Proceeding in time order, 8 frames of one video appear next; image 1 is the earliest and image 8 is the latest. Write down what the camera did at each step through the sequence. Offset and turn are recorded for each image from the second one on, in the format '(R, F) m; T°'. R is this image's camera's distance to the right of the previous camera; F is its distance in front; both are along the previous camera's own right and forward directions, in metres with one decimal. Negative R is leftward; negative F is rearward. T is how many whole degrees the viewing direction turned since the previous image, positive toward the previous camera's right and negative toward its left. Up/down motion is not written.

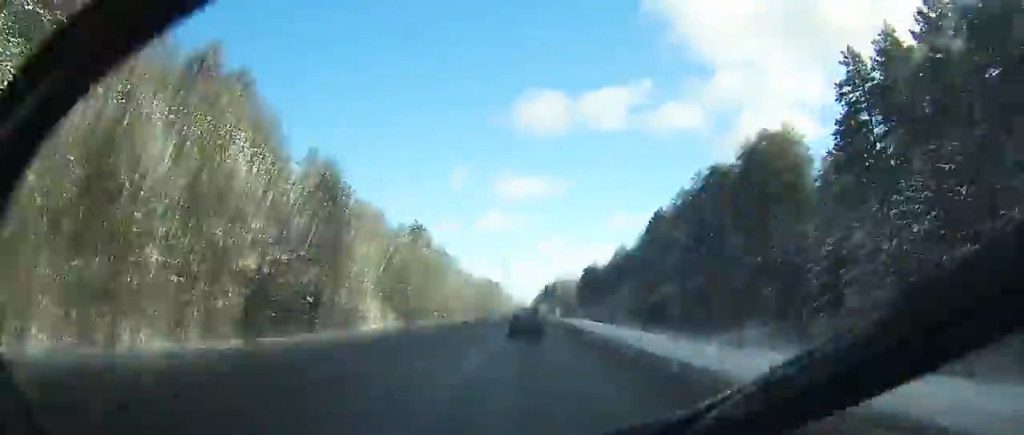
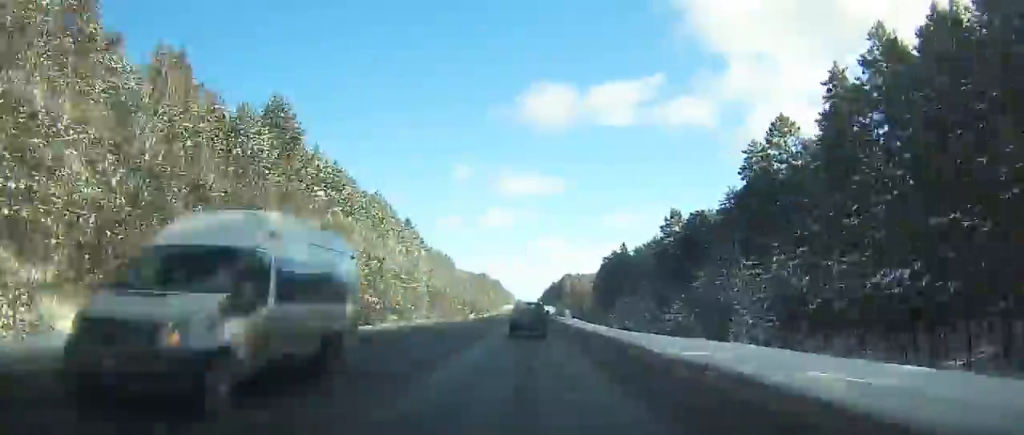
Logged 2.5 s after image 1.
(-0.3, +66.8) m; 0°
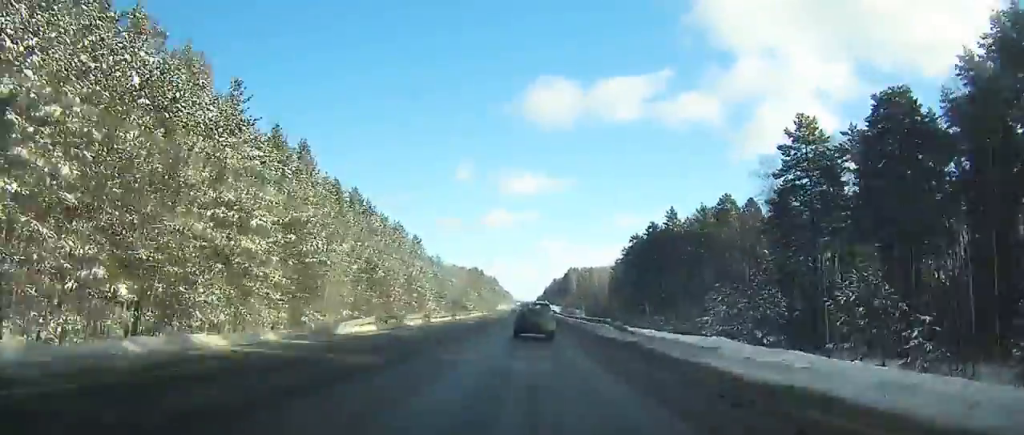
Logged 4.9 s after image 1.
(-0.1, +62.5) m; 0°
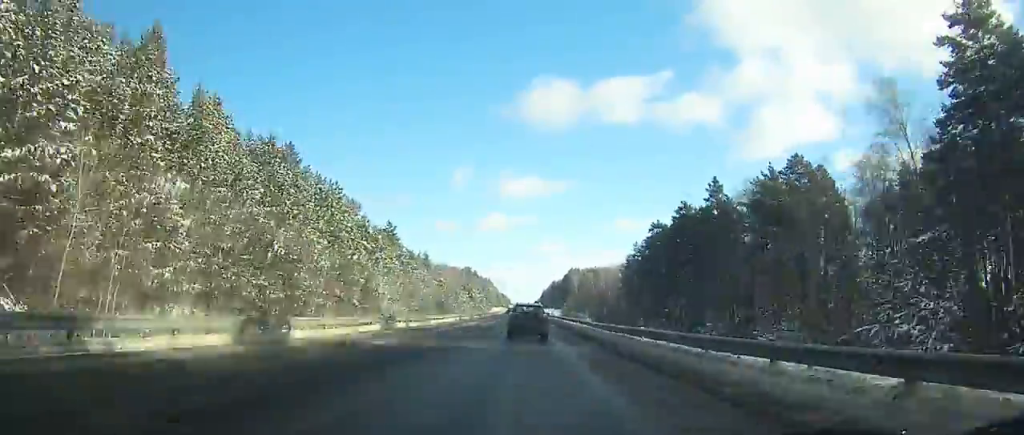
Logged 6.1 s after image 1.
(0.0, +30.7) m; 0°
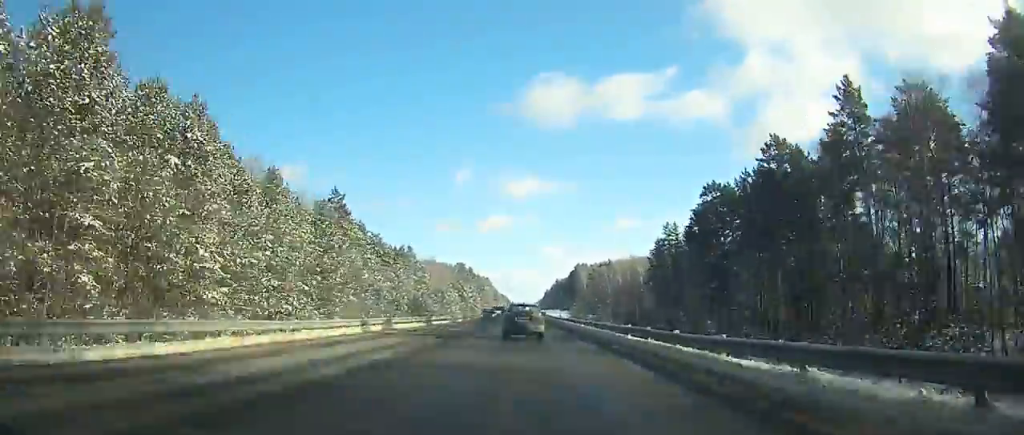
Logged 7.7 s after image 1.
(-0.1, +40.3) m; 0°
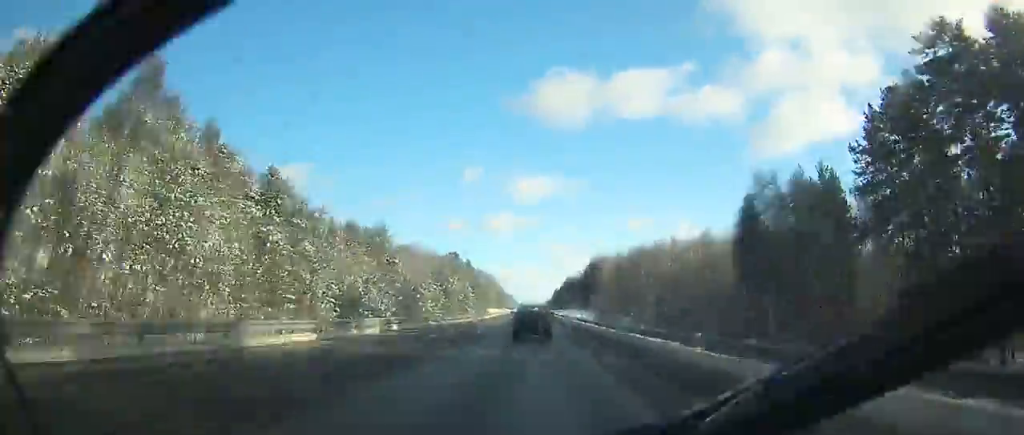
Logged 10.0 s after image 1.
(-0.1, +57.2) m; 0°
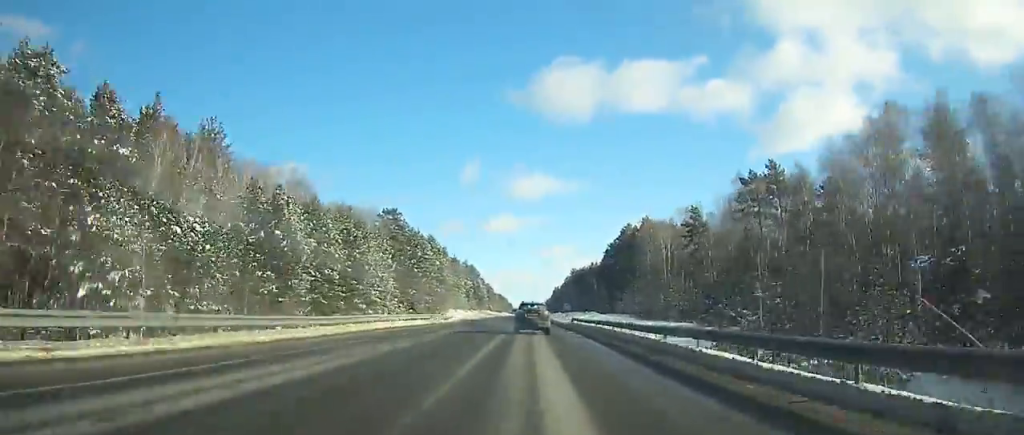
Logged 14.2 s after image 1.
(+0.4, +102.7) m; 0°
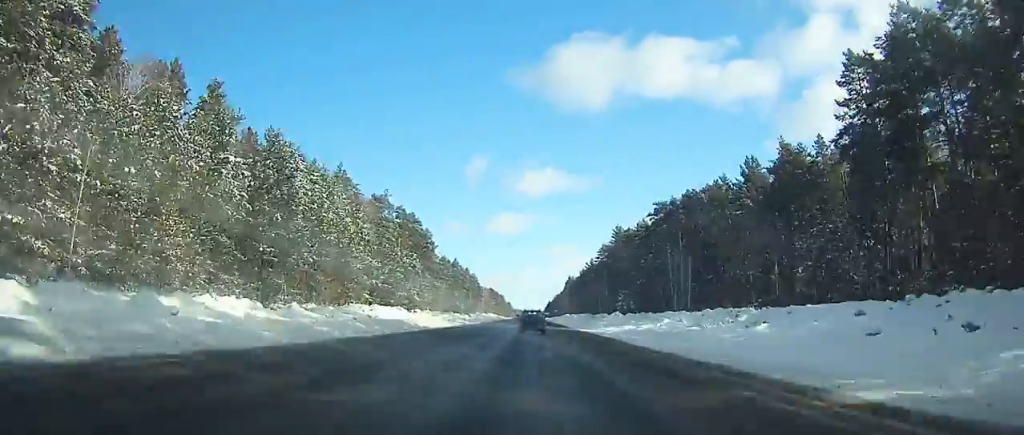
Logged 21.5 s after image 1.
(-0.8, +183.3) m; 0°
